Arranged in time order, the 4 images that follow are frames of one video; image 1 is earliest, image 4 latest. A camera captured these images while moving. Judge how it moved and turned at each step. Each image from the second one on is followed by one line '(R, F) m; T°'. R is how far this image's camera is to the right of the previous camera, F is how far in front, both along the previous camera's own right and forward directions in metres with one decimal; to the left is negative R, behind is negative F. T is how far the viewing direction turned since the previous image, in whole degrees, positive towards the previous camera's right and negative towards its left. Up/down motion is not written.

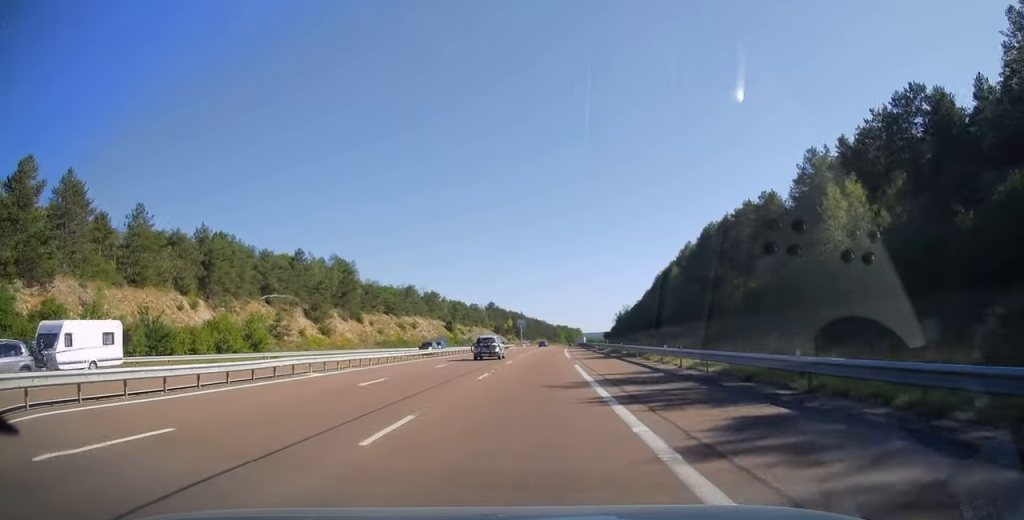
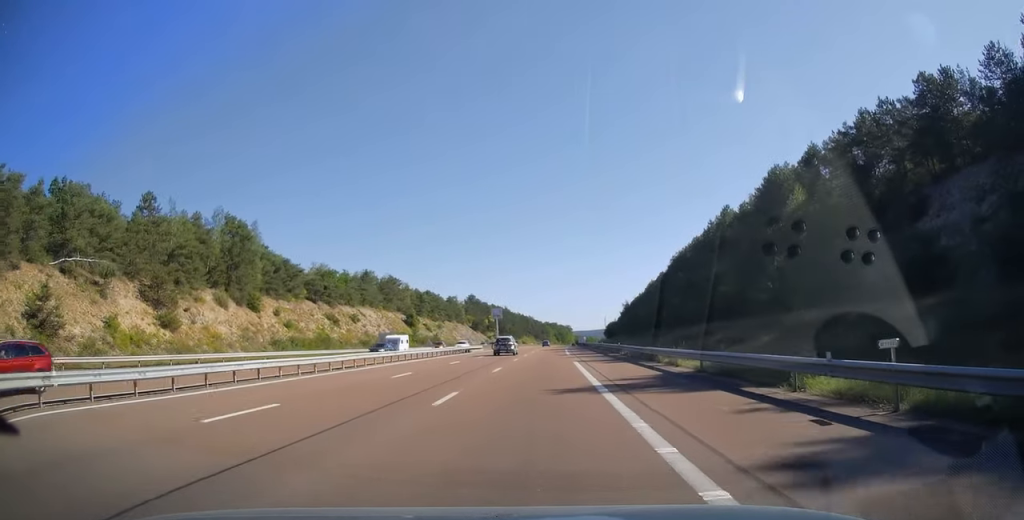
(+0.6, +47.3) m; +1°
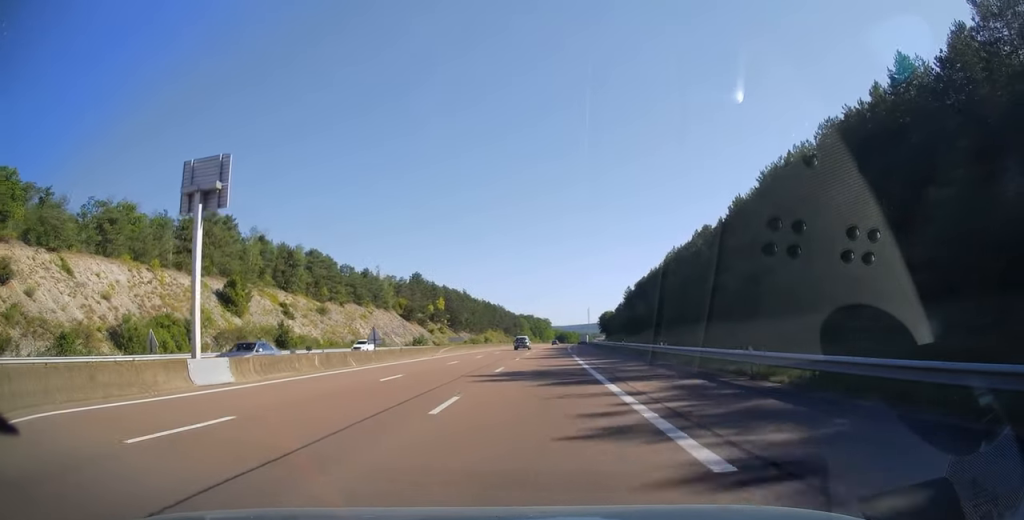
(+1.6, +92.4) m; +2°
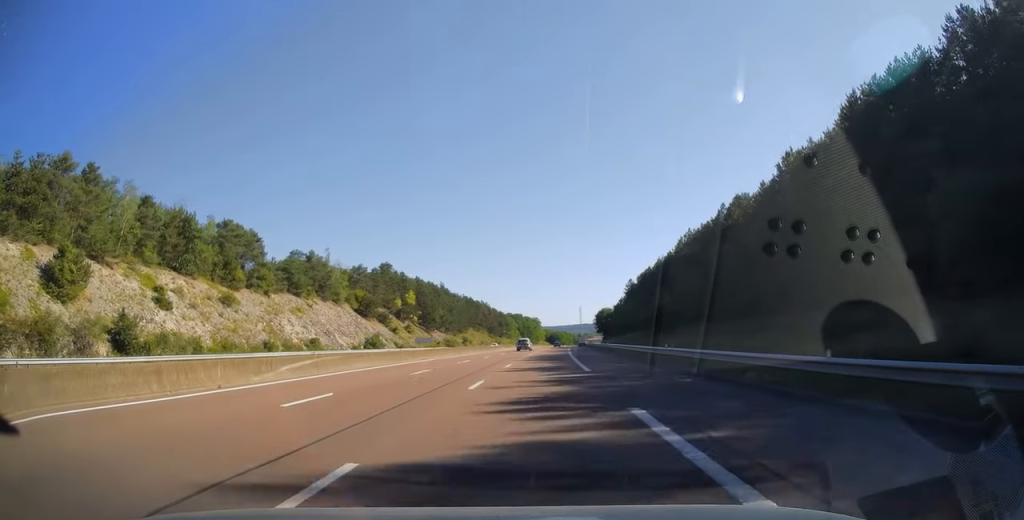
(+0.2, +33.1) m; +1°
